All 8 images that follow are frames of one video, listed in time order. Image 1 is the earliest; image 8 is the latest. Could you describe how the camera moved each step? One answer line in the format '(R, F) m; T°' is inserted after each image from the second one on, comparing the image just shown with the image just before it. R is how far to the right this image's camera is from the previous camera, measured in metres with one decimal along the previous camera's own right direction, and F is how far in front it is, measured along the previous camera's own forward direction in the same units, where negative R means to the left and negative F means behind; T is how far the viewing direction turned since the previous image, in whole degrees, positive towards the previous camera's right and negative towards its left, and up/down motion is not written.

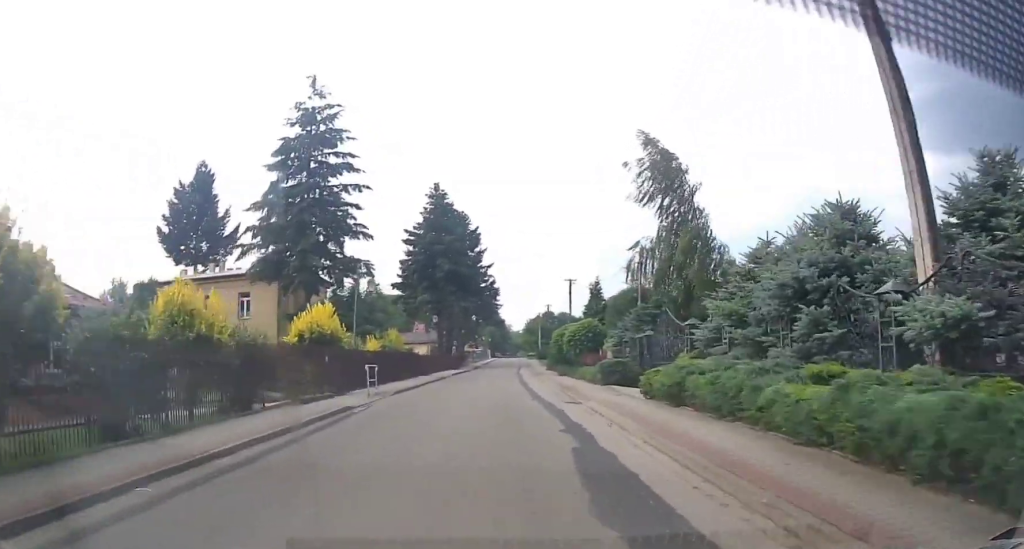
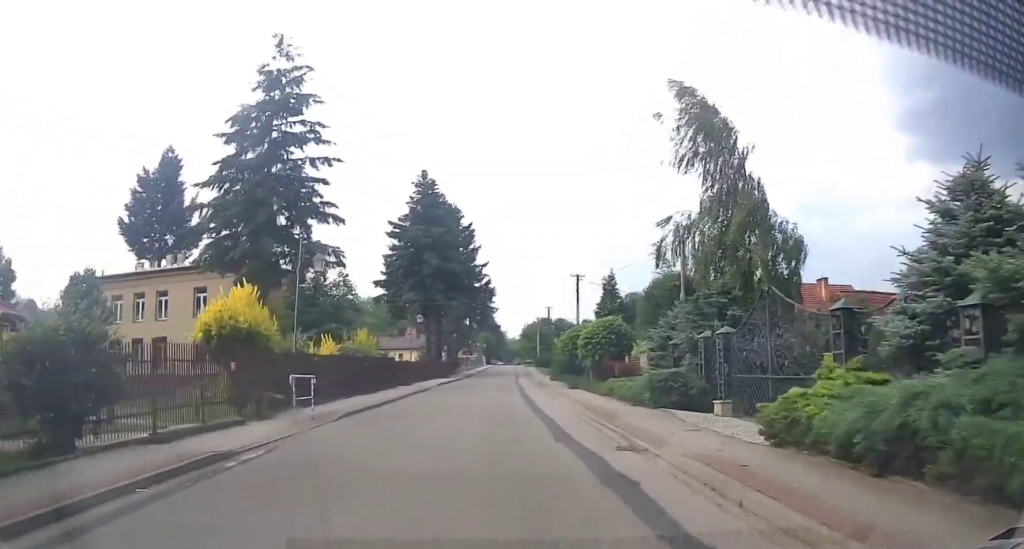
(0.0, +8.1) m; 0°
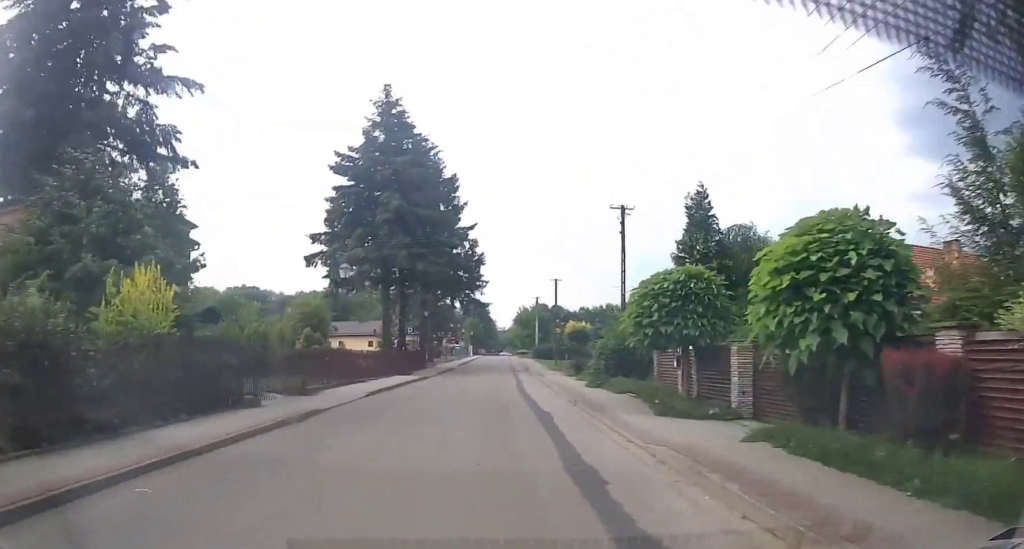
(-0.1, +21.1) m; -1°
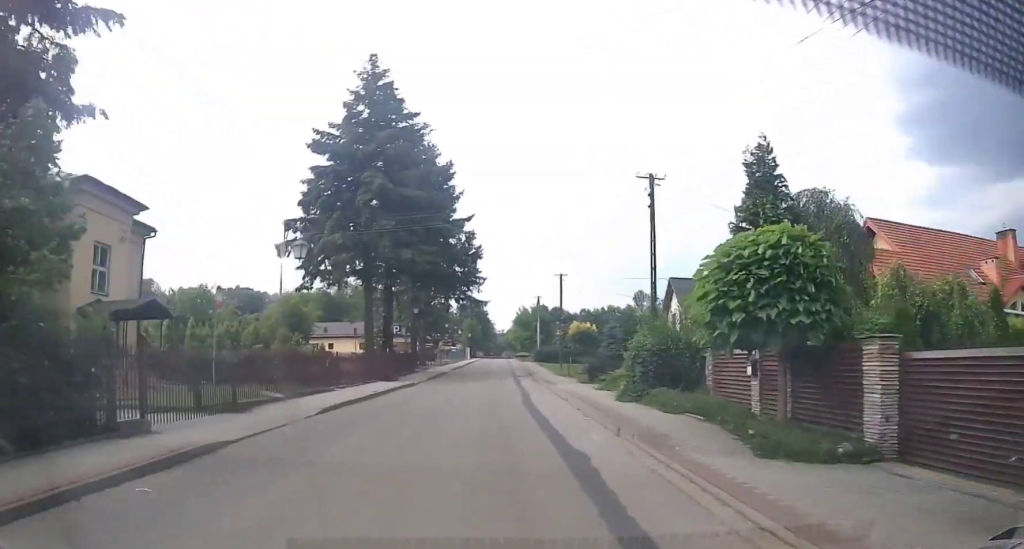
(0.0, +5.7) m; 0°
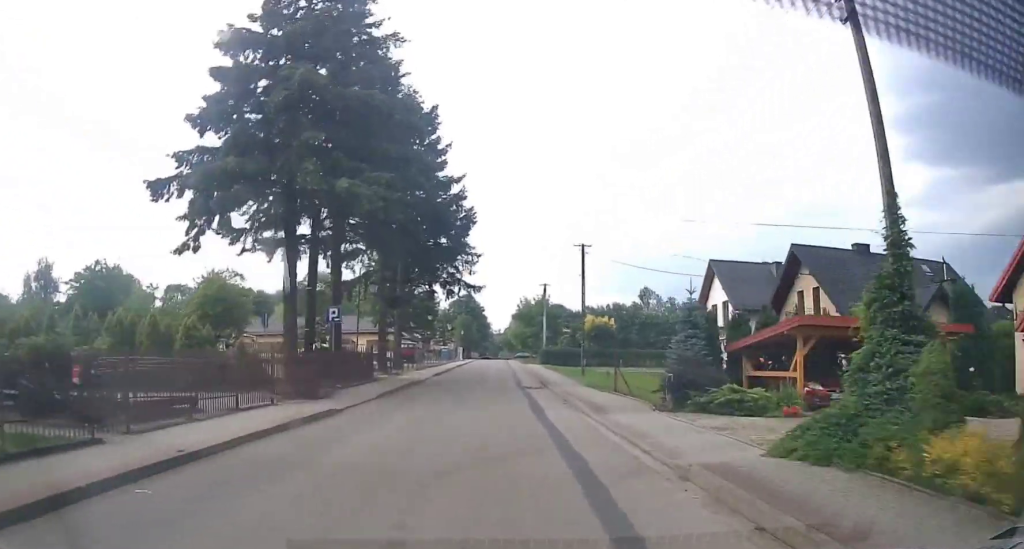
(0.0, +14.7) m; +1°
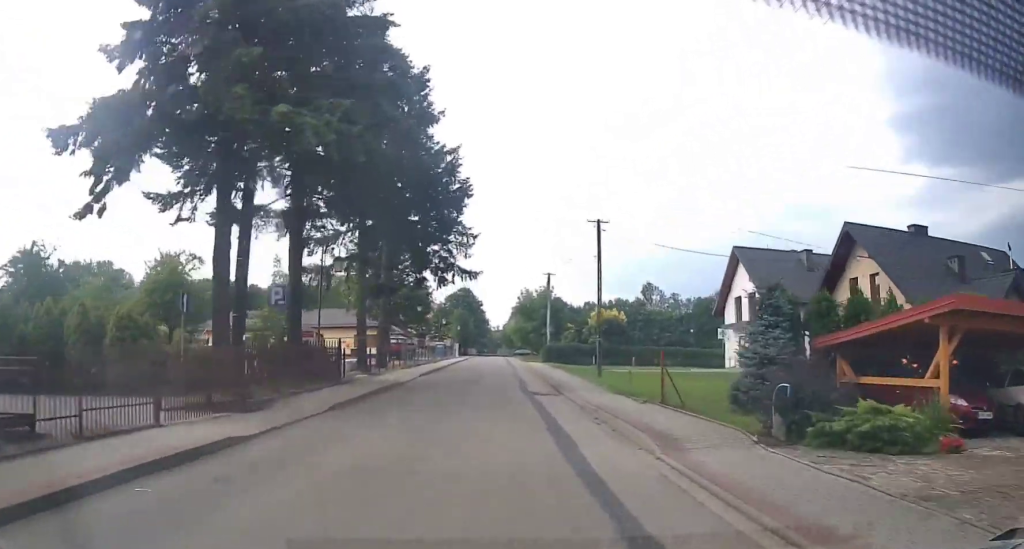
(0.0, +6.8) m; +1°
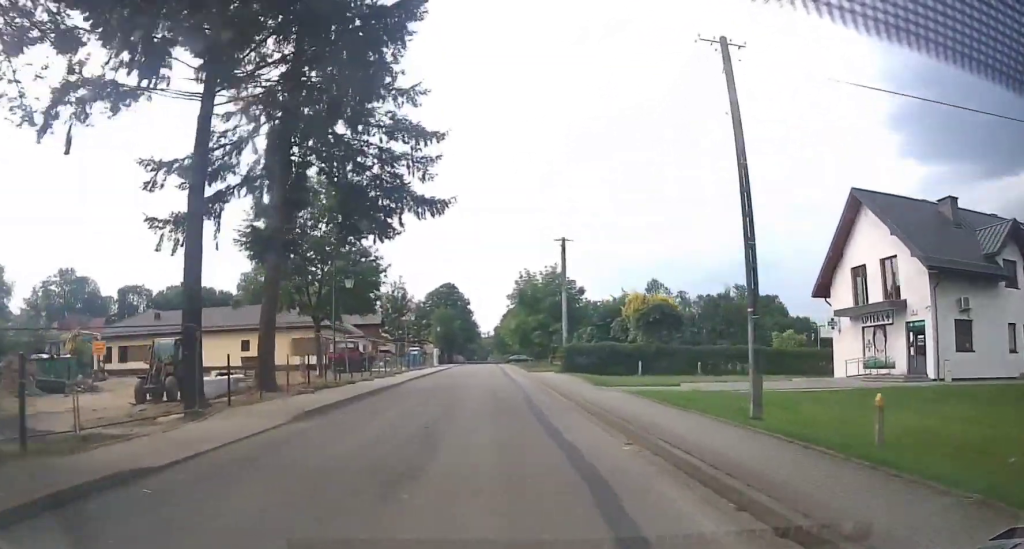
(+0.3, +20.6) m; +1°
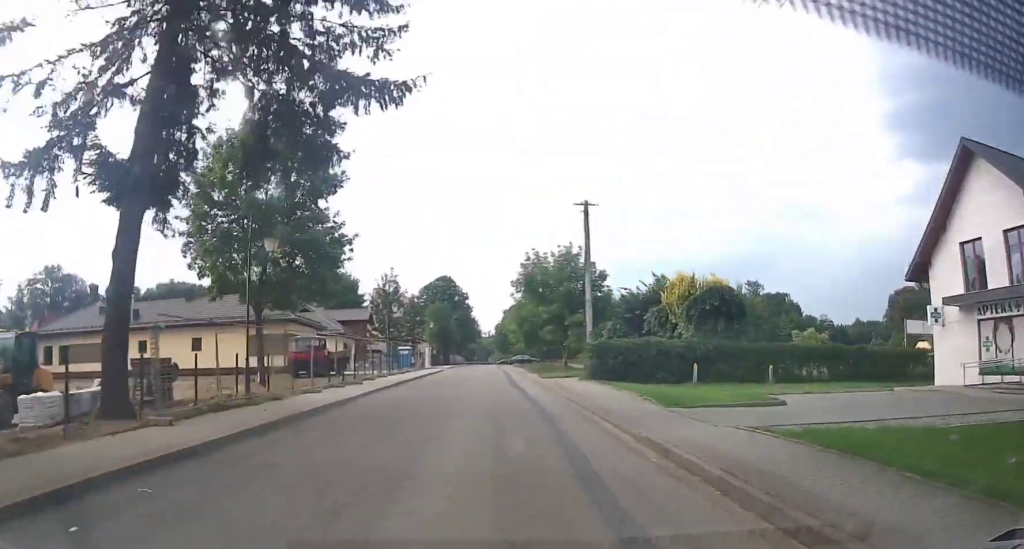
(0.0, +10.1) m; 0°
